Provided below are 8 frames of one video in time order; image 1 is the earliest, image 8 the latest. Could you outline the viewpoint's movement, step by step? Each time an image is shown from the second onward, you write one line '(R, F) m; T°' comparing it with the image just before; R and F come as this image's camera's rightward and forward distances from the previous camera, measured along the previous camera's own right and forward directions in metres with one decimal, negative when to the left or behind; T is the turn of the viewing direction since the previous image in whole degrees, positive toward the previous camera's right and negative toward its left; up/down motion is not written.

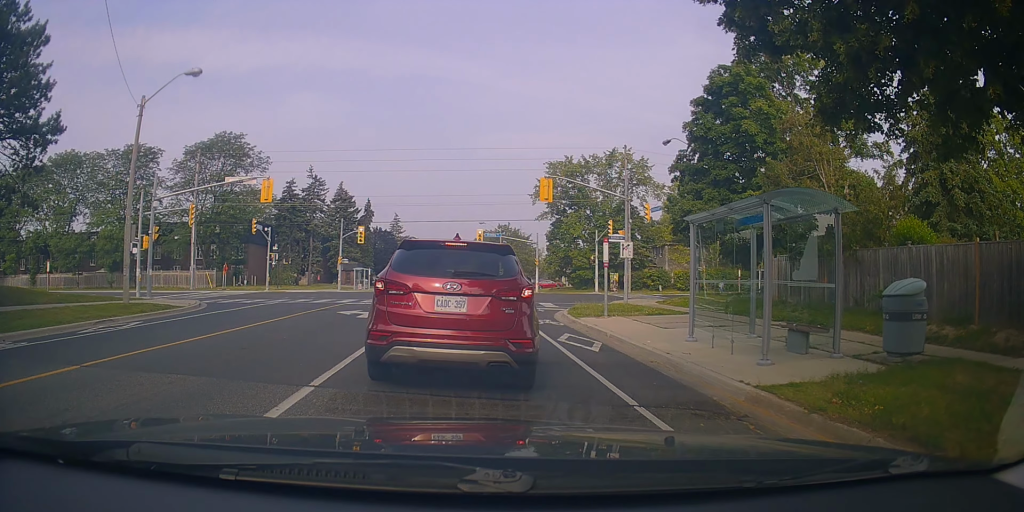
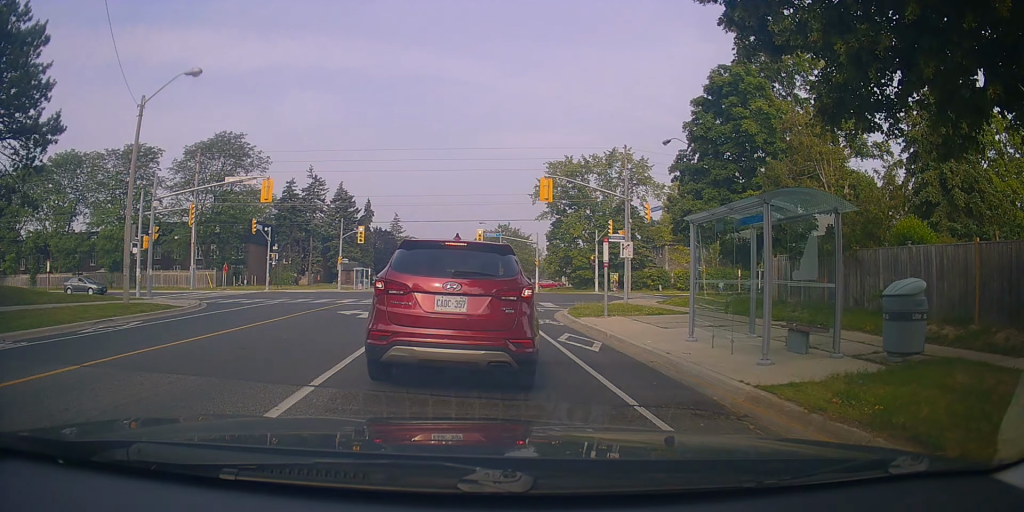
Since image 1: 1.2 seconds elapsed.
(0.0, 0.0) m; 0°
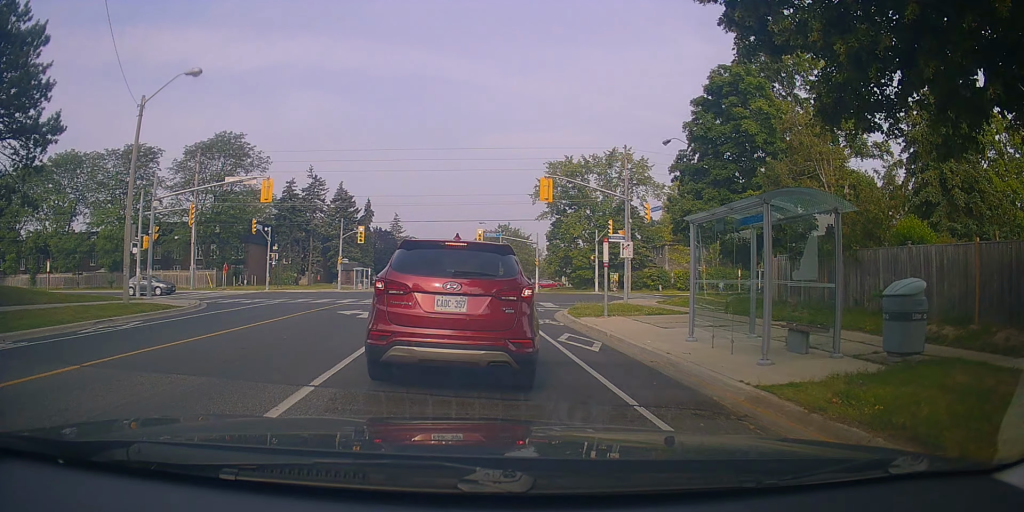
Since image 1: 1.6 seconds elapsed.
(0.0, 0.0) m; 0°
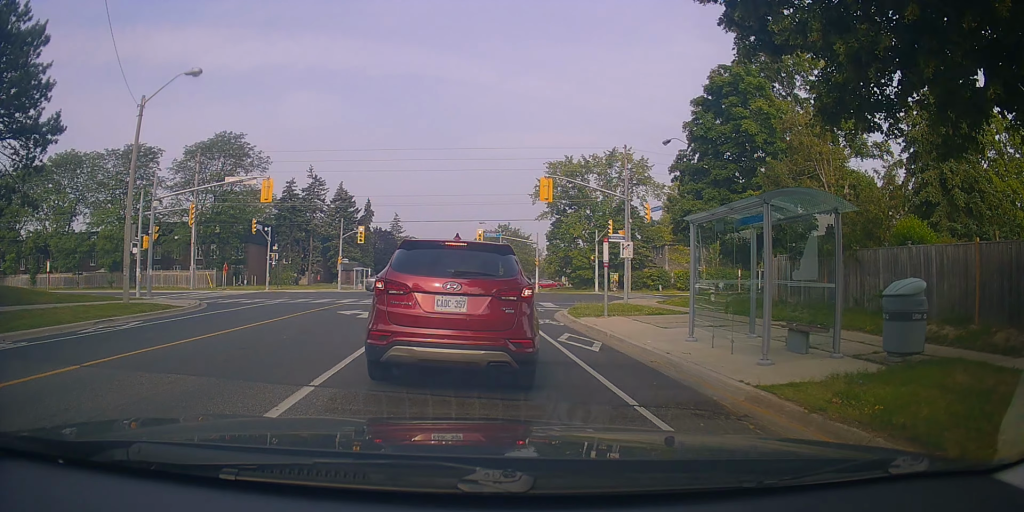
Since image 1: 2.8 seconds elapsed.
(0.0, 0.0) m; 0°
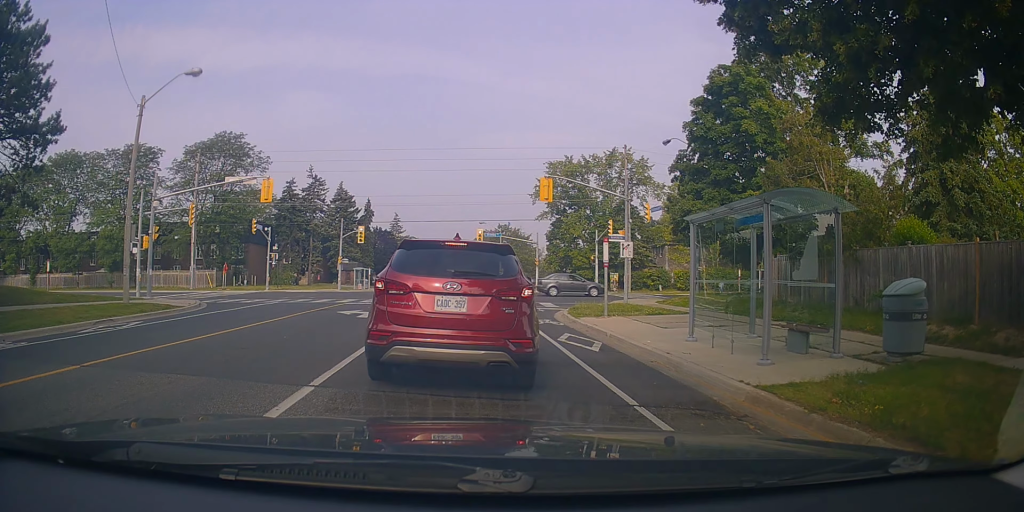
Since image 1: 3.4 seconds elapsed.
(0.0, 0.0) m; 0°
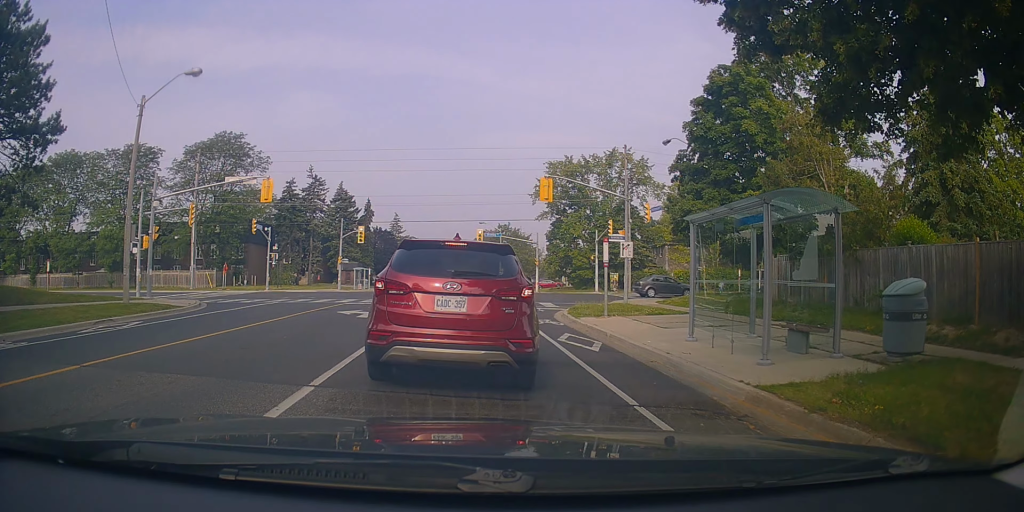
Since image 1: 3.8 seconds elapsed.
(0.0, 0.0) m; 0°
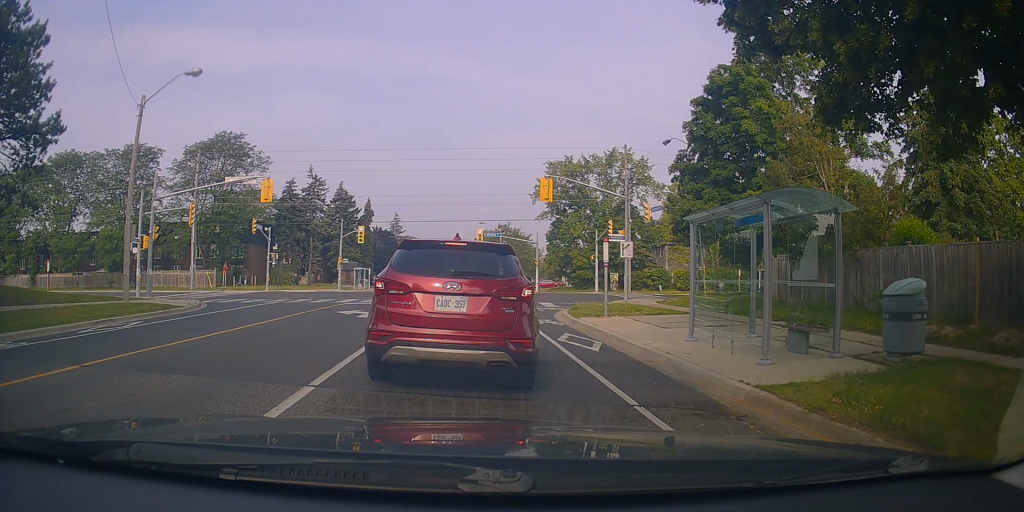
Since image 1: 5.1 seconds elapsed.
(0.0, 0.0) m; 0°
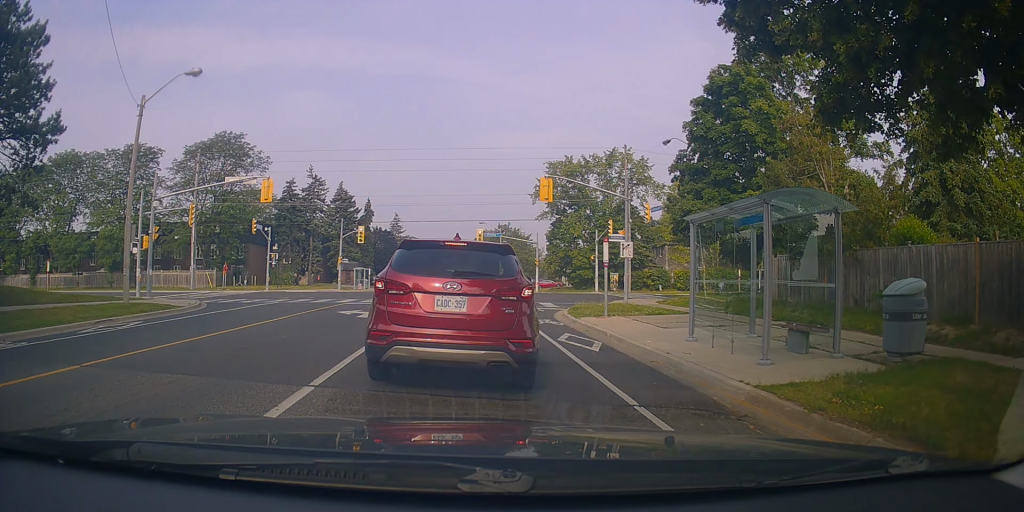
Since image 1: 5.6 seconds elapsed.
(0.0, 0.0) m; 0°
